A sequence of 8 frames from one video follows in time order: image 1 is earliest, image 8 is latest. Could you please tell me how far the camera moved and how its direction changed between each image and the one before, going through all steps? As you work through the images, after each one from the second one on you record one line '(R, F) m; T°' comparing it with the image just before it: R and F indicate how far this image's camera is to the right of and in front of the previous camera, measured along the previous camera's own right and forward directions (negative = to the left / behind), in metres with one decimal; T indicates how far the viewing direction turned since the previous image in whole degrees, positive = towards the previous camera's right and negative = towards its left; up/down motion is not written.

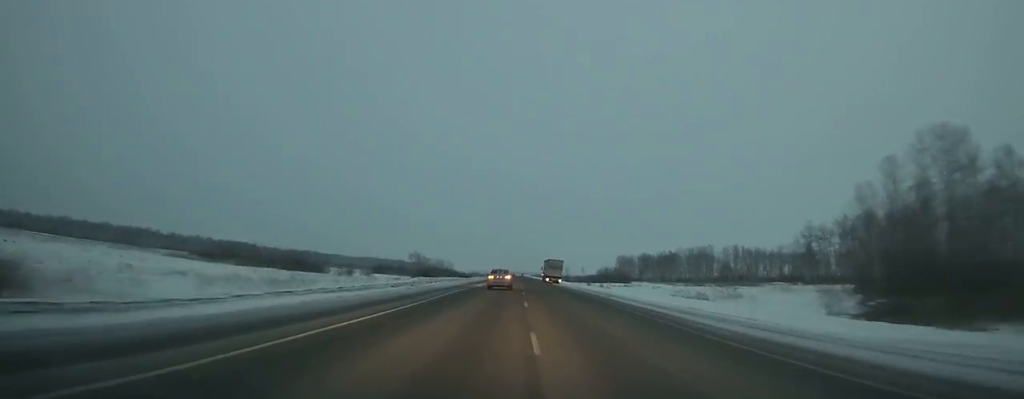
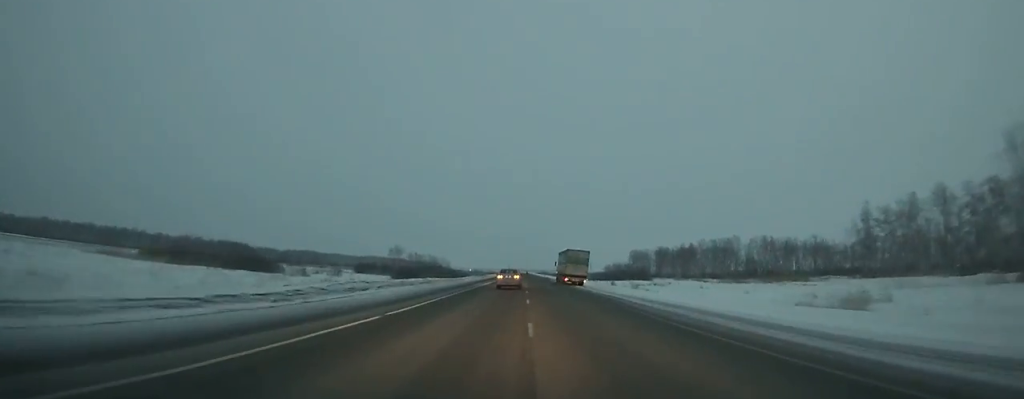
(-0.3, +32.8) m; 0°
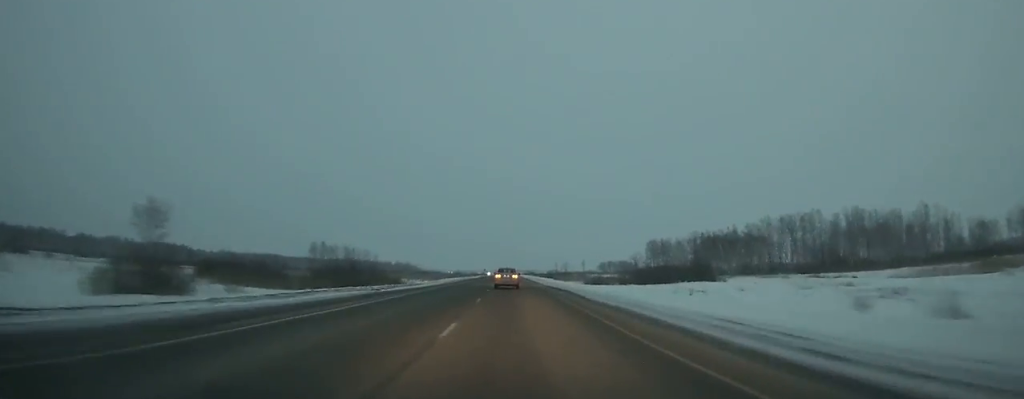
(+0.8, +94.8) m; 0°
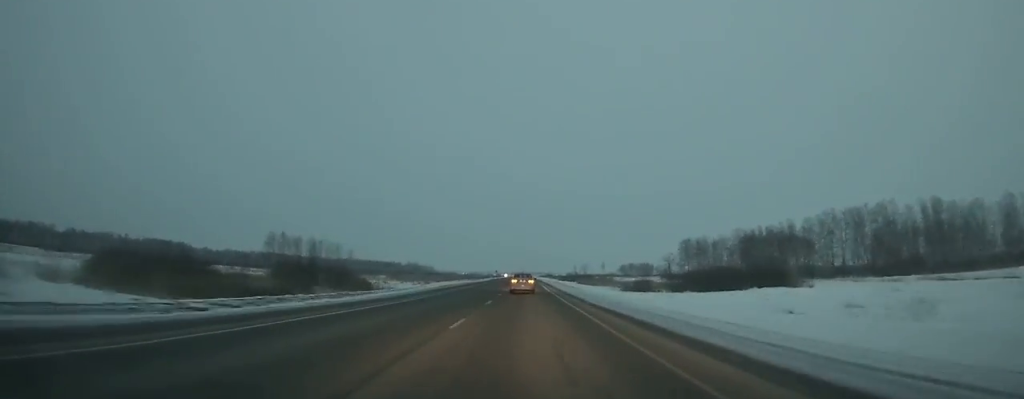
(-0.2, +33.1) m; 0°
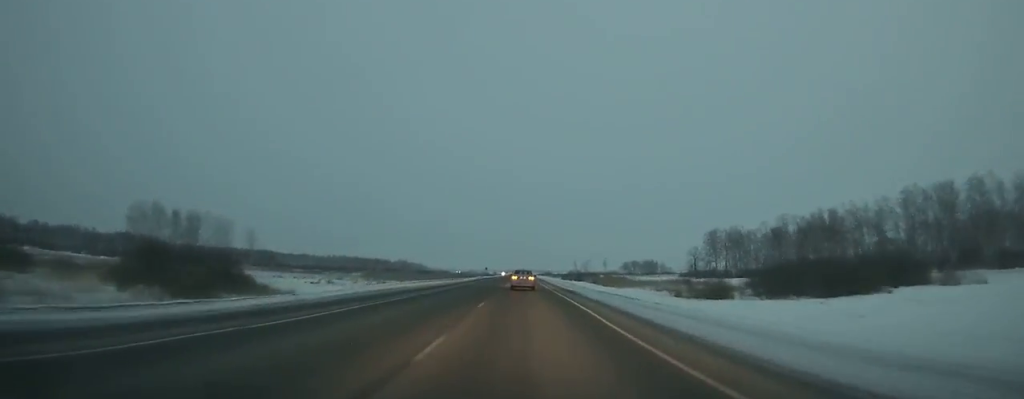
(-0.1, +39.6) m; 0°
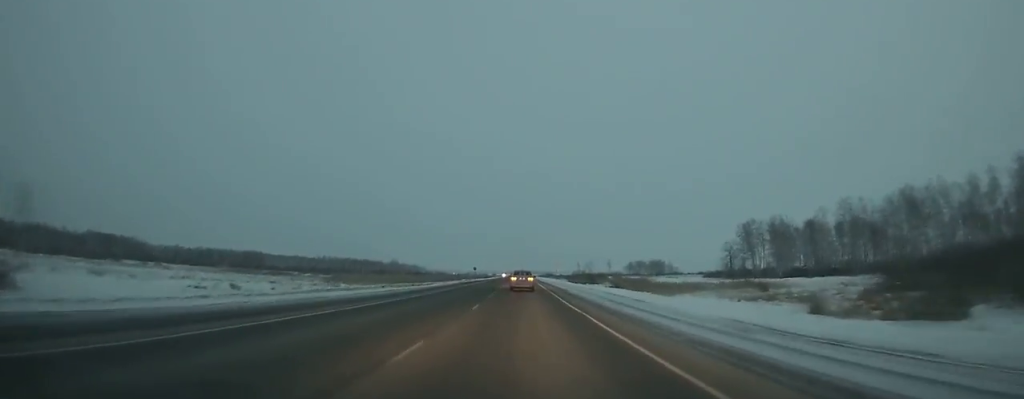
(0.0, +36.8) m; 0°
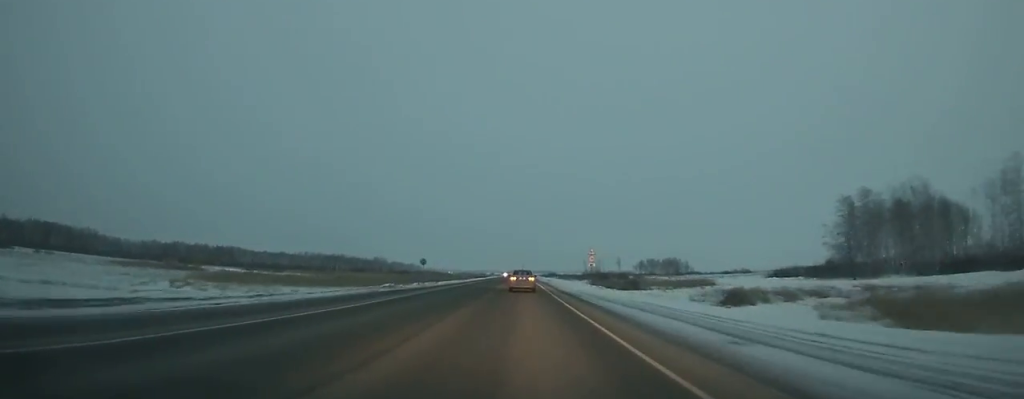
(0.0, +63.3) m; 0°
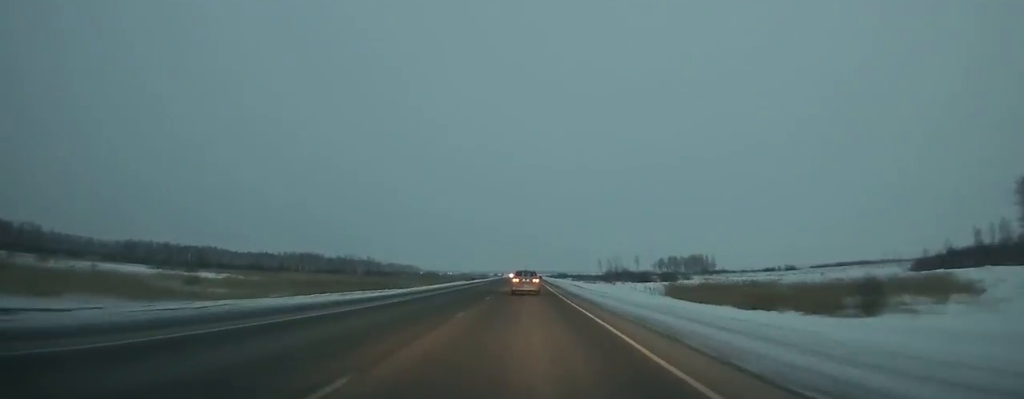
(-0.2, +68.8) m; 0°
